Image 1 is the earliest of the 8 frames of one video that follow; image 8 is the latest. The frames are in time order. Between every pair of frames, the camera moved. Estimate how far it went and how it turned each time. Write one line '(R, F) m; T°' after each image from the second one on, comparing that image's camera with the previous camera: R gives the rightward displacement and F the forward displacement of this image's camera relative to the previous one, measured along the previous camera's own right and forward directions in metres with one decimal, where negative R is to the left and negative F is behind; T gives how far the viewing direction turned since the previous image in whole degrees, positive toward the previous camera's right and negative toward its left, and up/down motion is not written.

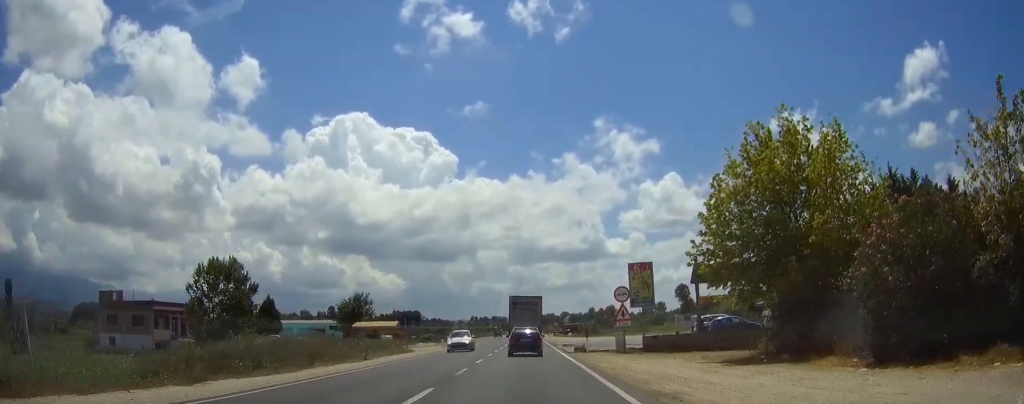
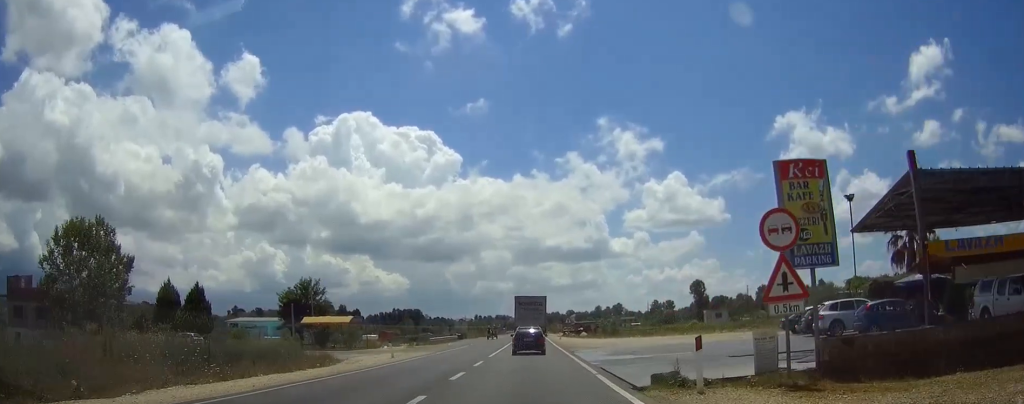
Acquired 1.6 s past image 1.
(-0.1, +24.4) m; 0°
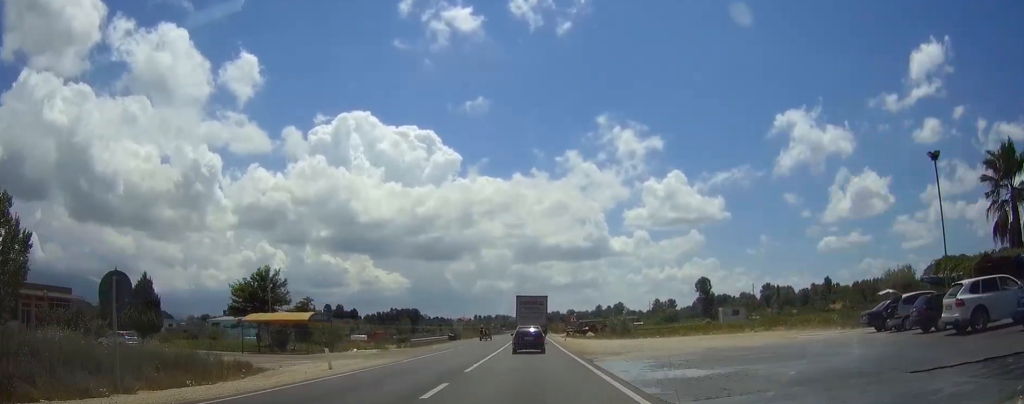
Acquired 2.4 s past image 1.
(+0.1, +12.0) m; 0°
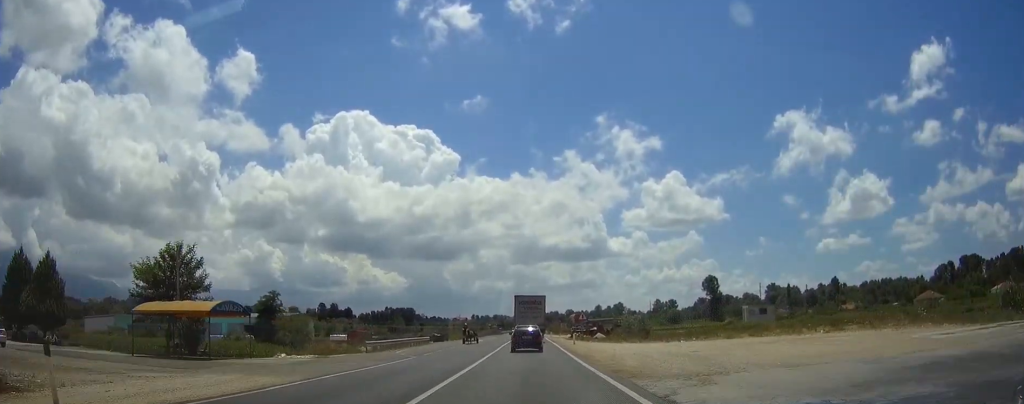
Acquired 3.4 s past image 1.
(-0.1, +16.3) m; 0°
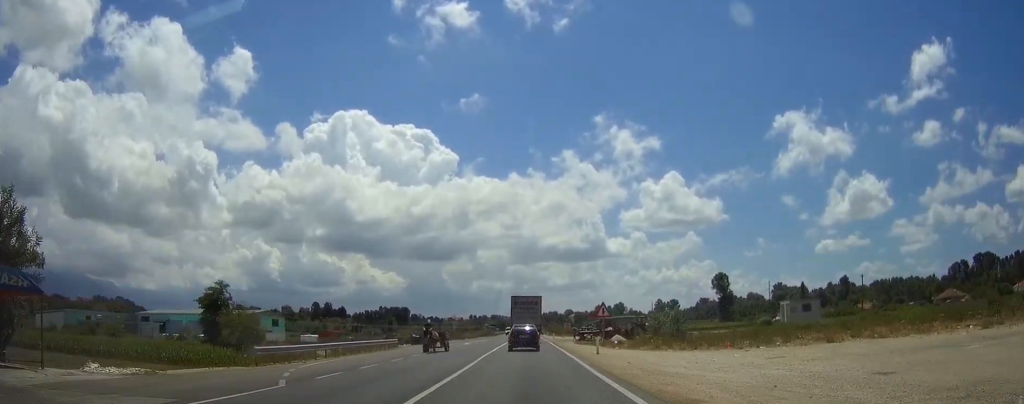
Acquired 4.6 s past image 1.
(+0.1, +18.9) m; +1°
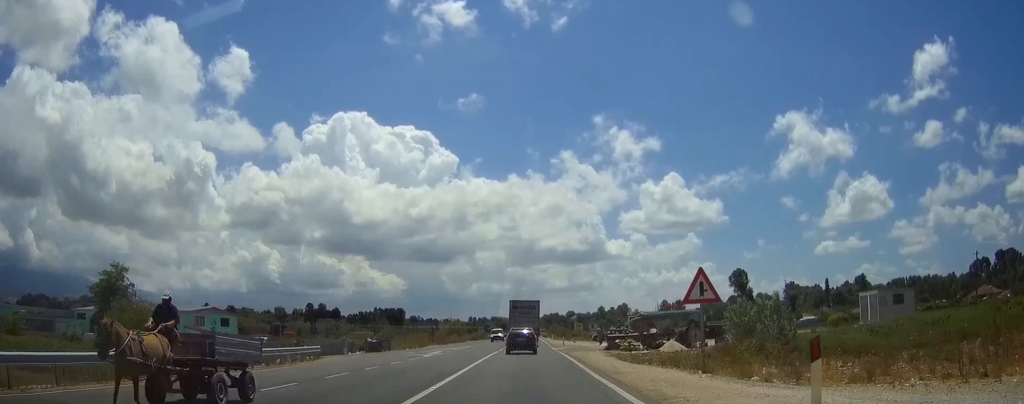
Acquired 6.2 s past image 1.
(-0.1, +25.2) m; 0°
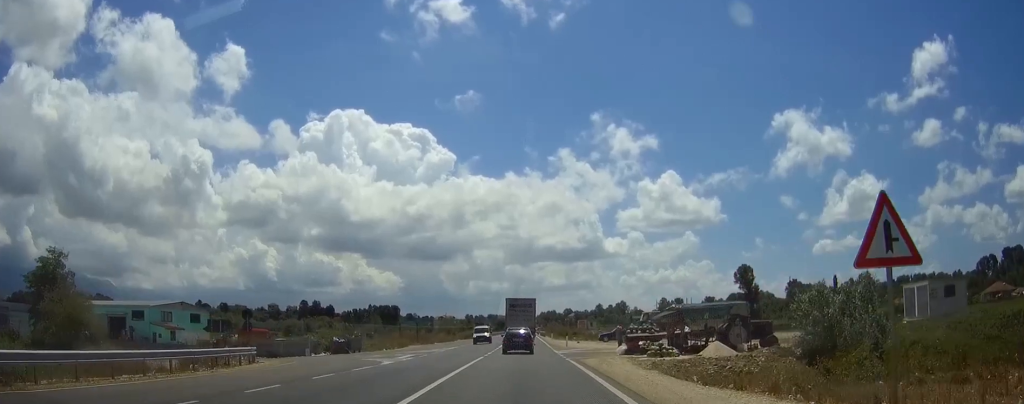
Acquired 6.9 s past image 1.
(0.0, +10.5) m; 0°
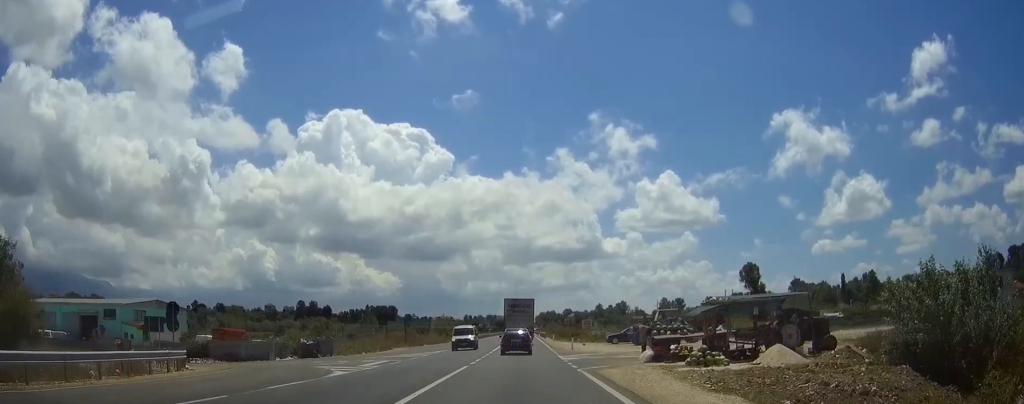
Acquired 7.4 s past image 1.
(0.0, +7.9) m; 0°
